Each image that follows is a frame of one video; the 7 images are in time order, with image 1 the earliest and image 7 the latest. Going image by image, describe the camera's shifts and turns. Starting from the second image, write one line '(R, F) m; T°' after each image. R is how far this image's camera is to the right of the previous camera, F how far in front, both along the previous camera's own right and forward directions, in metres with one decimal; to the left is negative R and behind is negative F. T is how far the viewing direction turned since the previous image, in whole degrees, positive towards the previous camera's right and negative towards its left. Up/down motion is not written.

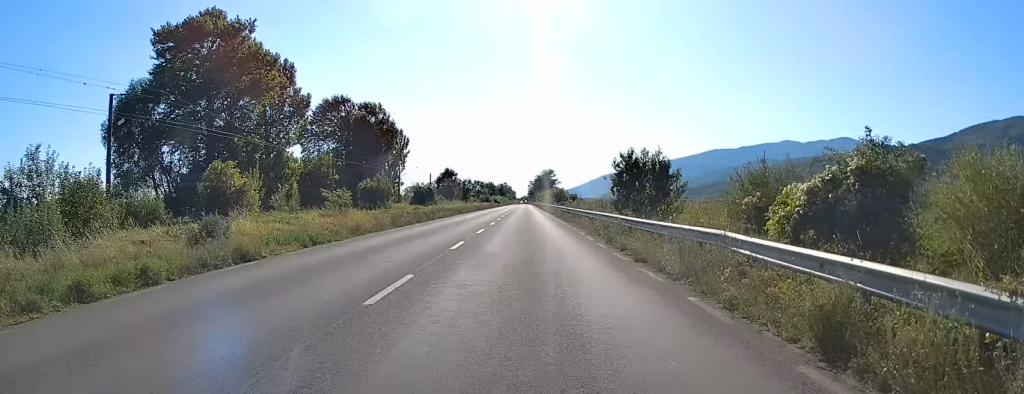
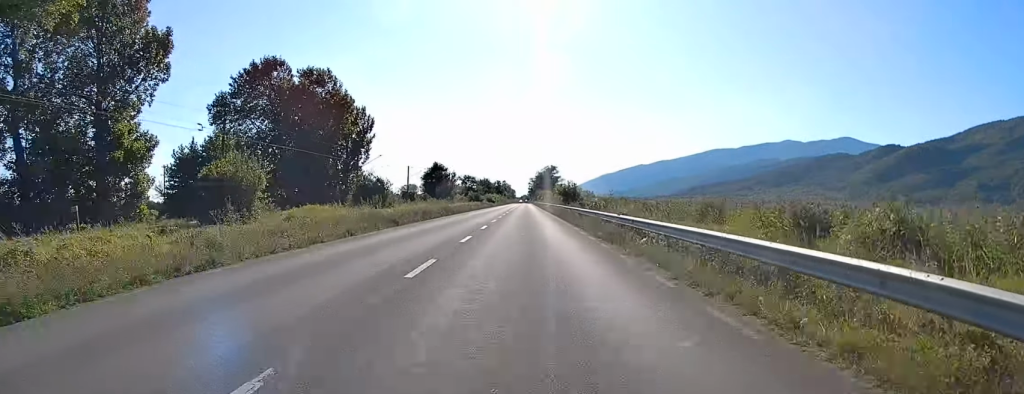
(-0.1, +33.3) m; 0°
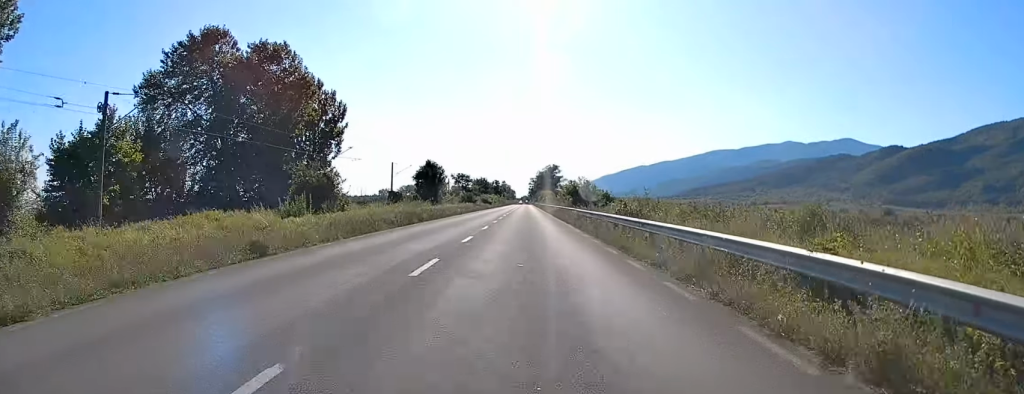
(0.0, +17.5) m; 0°
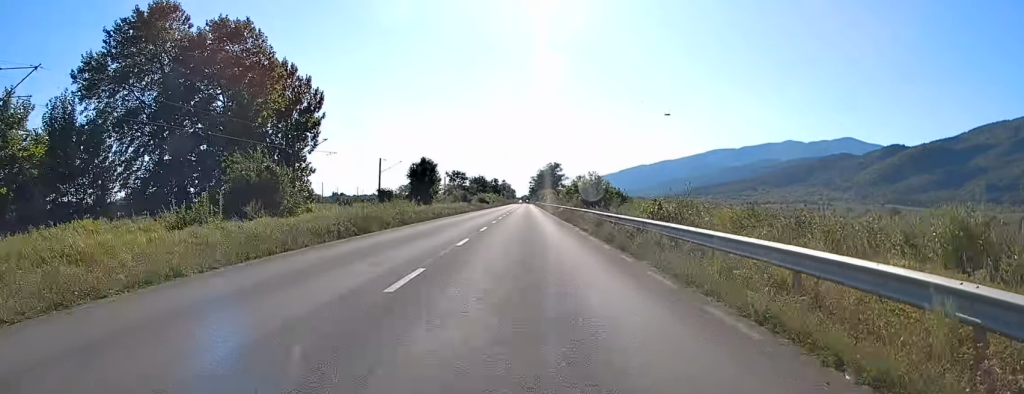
(0.0, +10.8) m; 0°
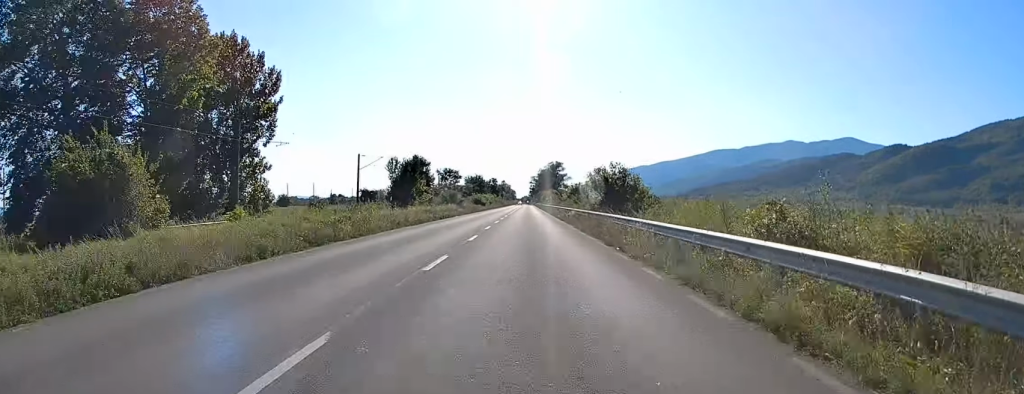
(0.0, +15.0) m; 0°
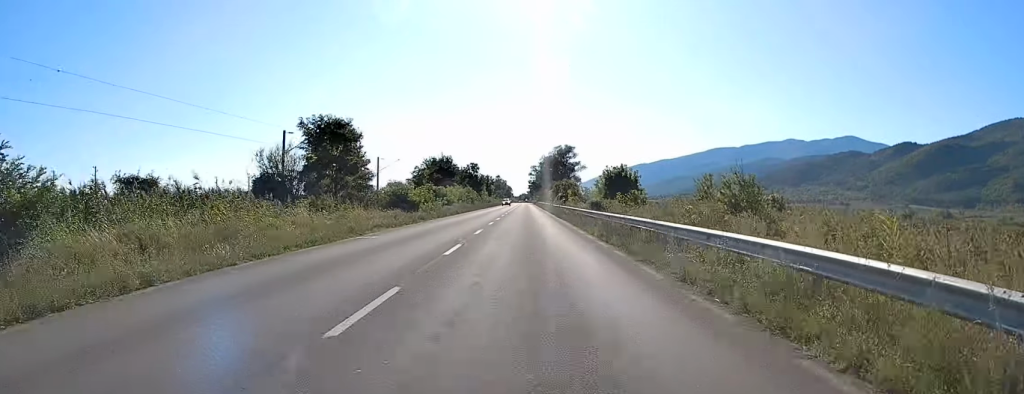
(0.0, +77.0) m; +1°
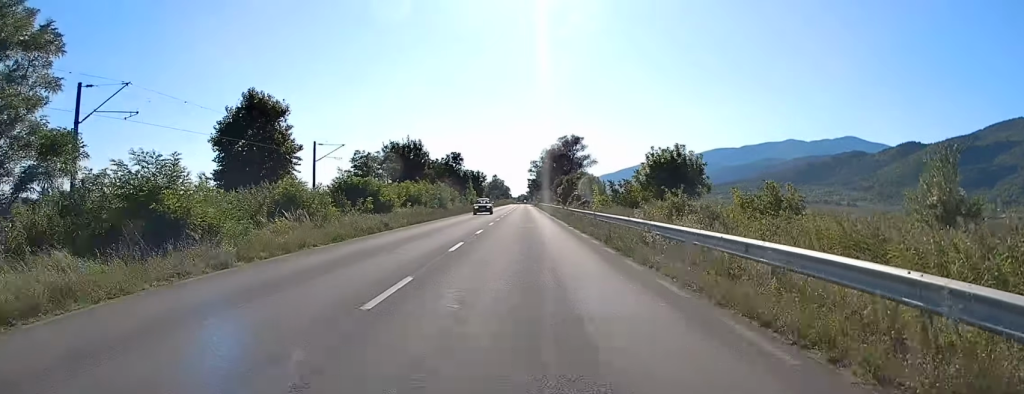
(+0.5, +34.4) m; 0°
